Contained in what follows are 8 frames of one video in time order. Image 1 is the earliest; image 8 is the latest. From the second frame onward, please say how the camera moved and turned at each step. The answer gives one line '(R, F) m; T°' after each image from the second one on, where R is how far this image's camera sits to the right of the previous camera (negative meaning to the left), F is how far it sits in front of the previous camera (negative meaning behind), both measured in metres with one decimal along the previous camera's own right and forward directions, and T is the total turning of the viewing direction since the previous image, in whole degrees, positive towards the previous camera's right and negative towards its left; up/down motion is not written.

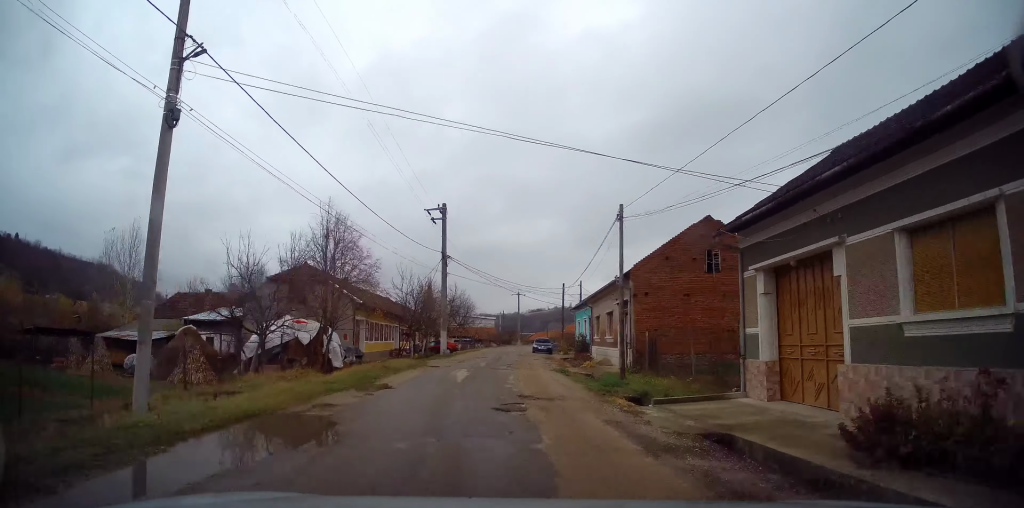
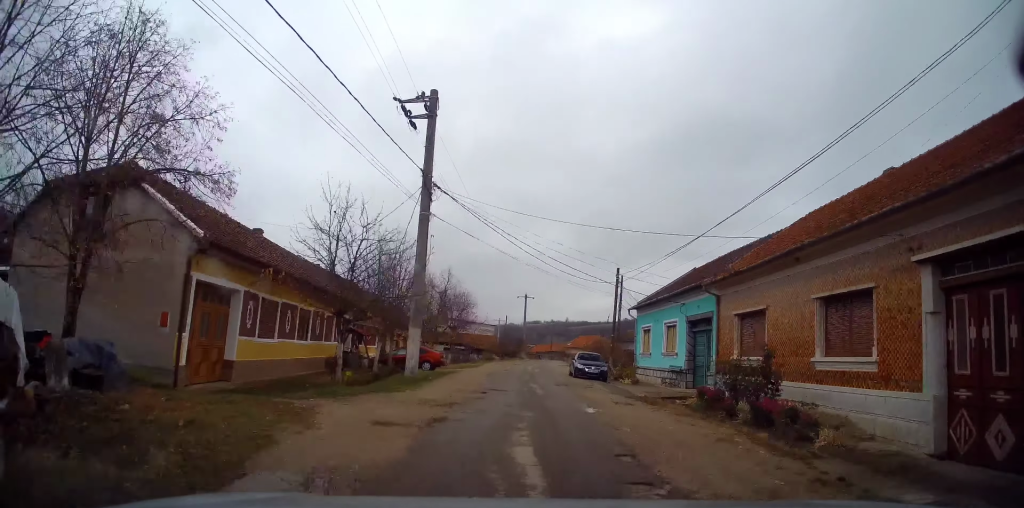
(+0.3, +21.6) m; +4°
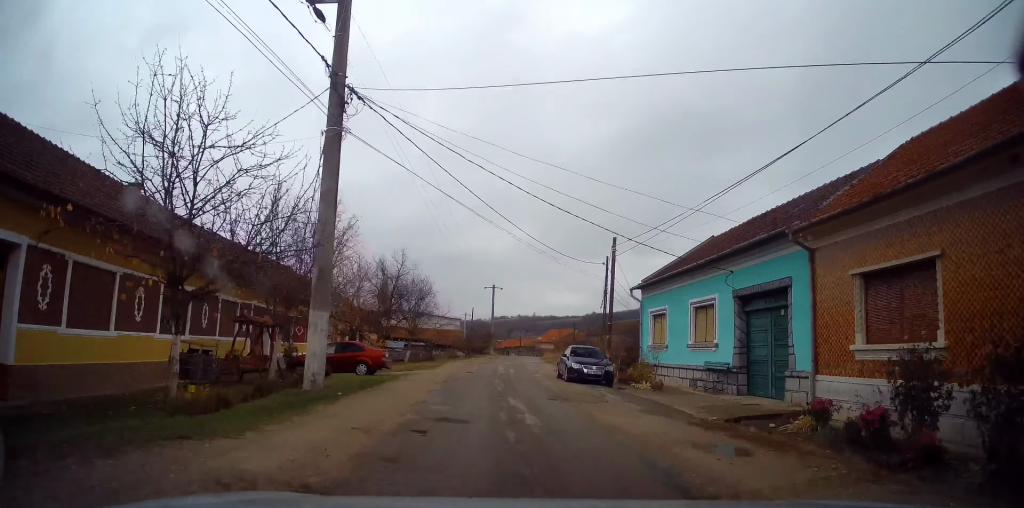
(0.0, +8.2) m; +2°
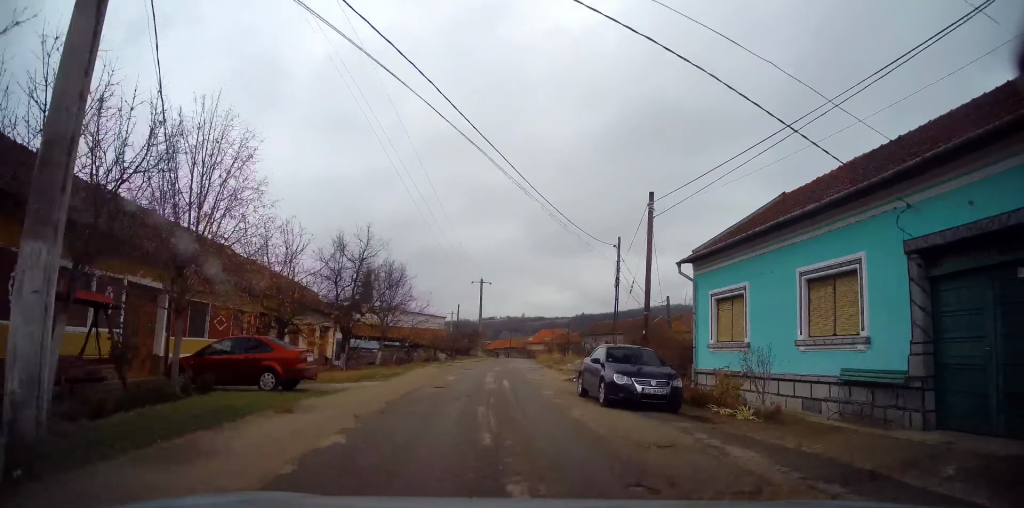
(+0.3, +8.6) m; +1°
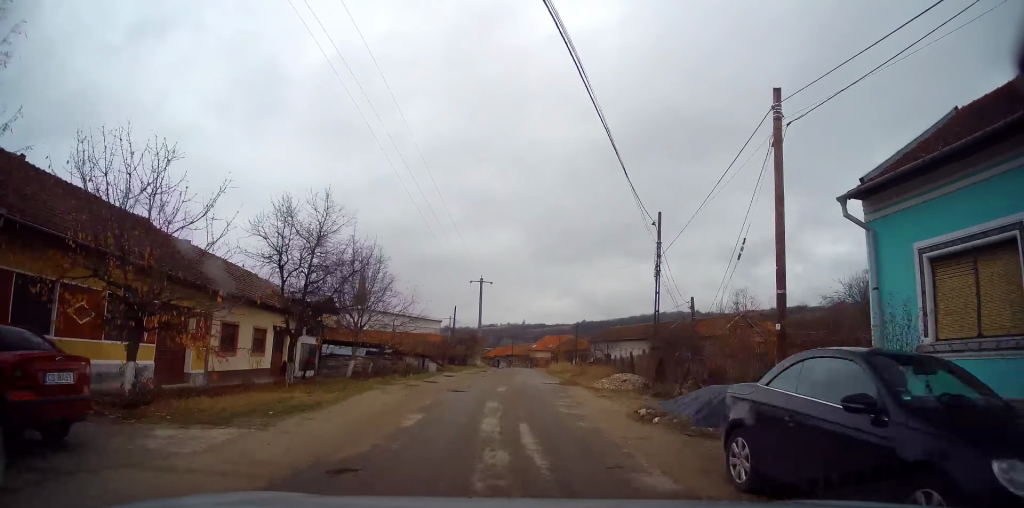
(+0.1, +9.4) m; +1°
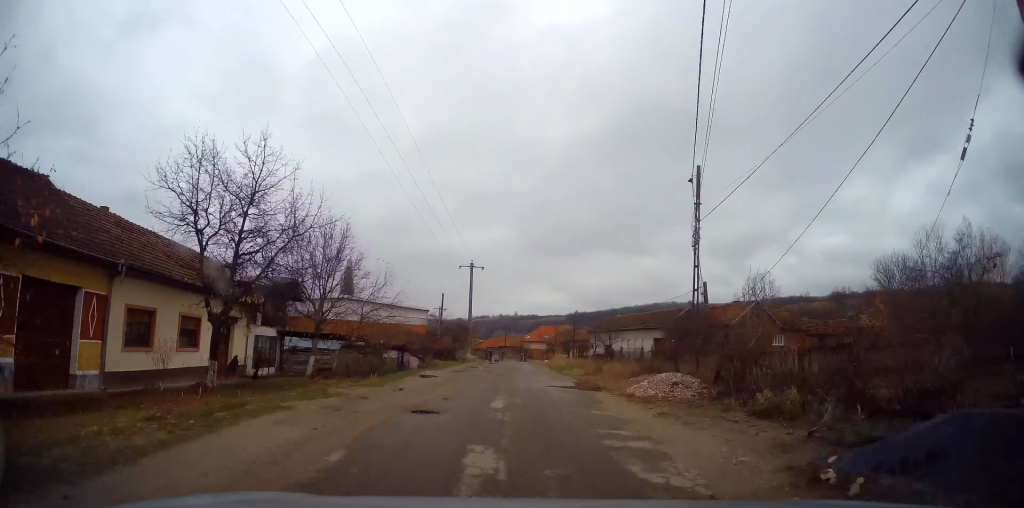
(0.0, +6.3) m; 0°
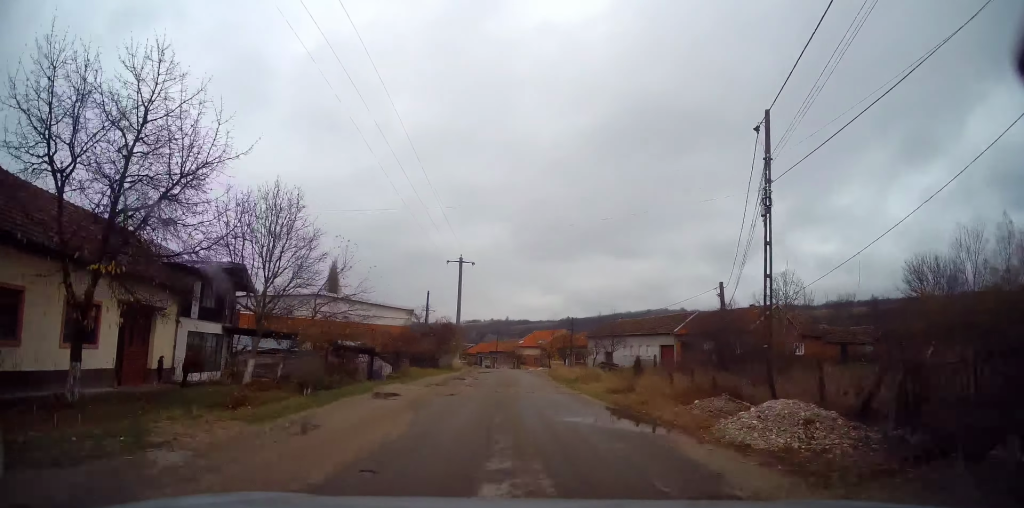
(0.0, +5.9) m; +1°
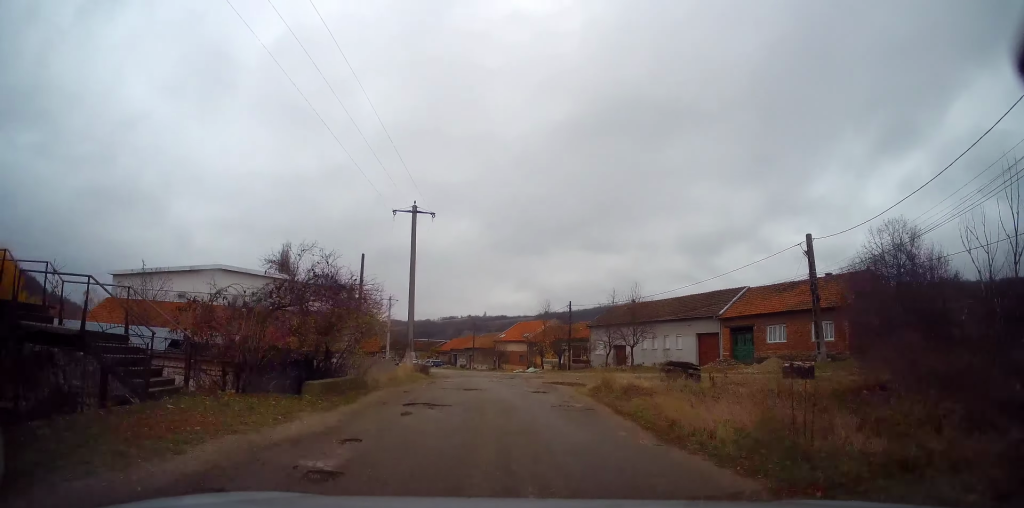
(+0.6, +19.9) m; +1°
